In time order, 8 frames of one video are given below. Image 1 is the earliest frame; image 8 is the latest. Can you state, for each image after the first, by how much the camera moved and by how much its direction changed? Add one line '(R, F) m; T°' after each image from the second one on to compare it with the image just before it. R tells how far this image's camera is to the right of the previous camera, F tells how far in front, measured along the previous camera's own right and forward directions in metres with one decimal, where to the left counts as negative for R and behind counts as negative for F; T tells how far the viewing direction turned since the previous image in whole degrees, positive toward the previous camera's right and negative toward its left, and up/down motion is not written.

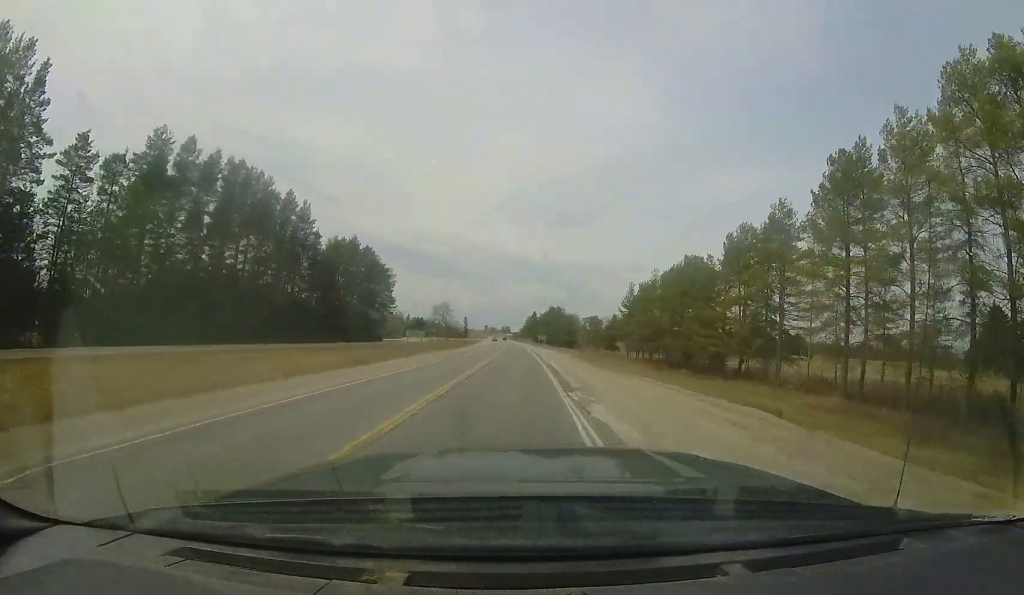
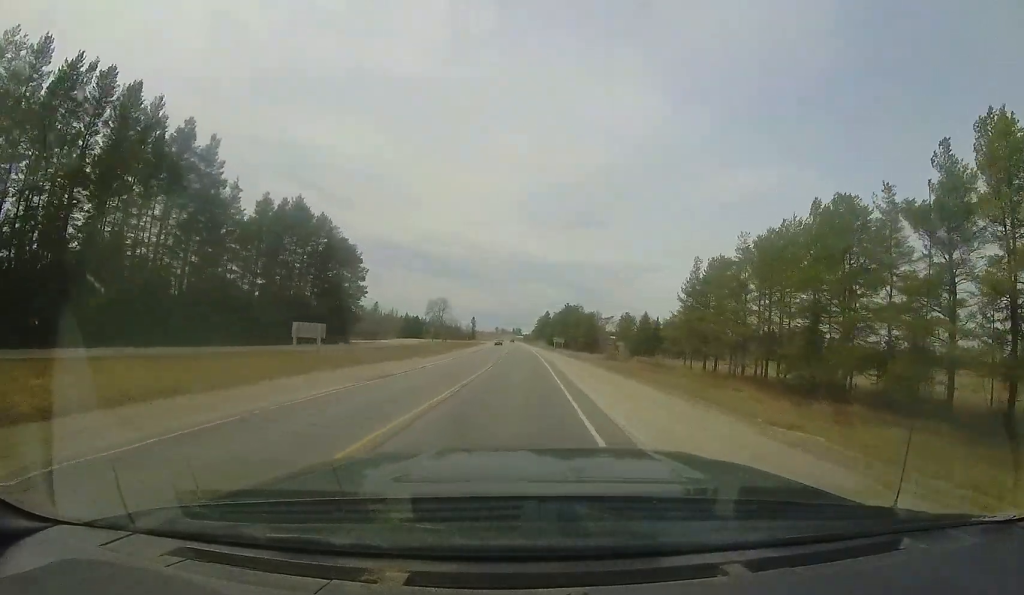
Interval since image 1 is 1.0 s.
(+0.2, +23.2) m; -2°
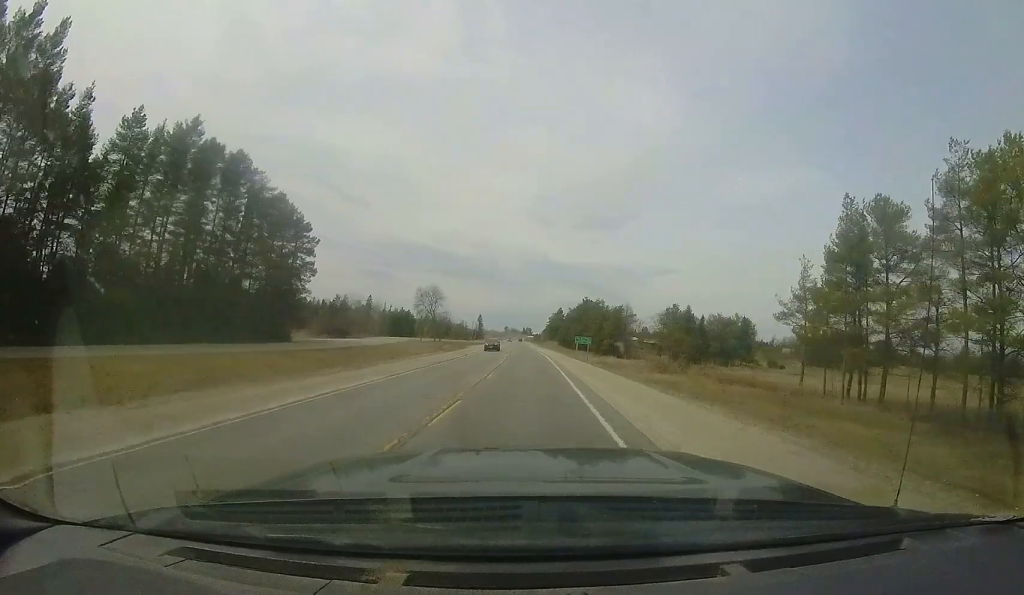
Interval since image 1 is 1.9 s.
(-1.1, +22.2) m; -3°
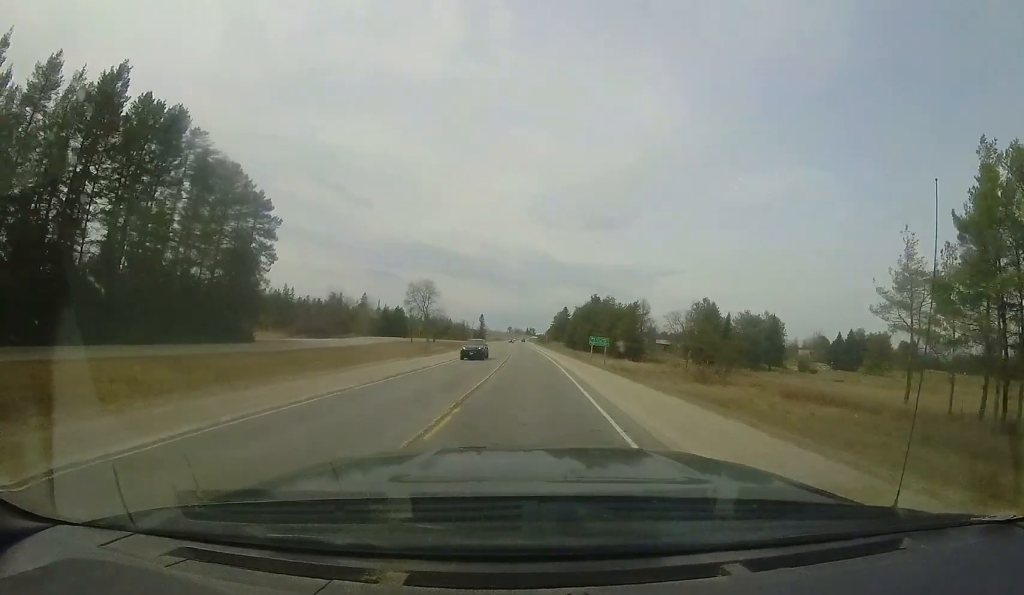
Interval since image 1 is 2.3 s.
(-0.1, +10.1) m; 0°
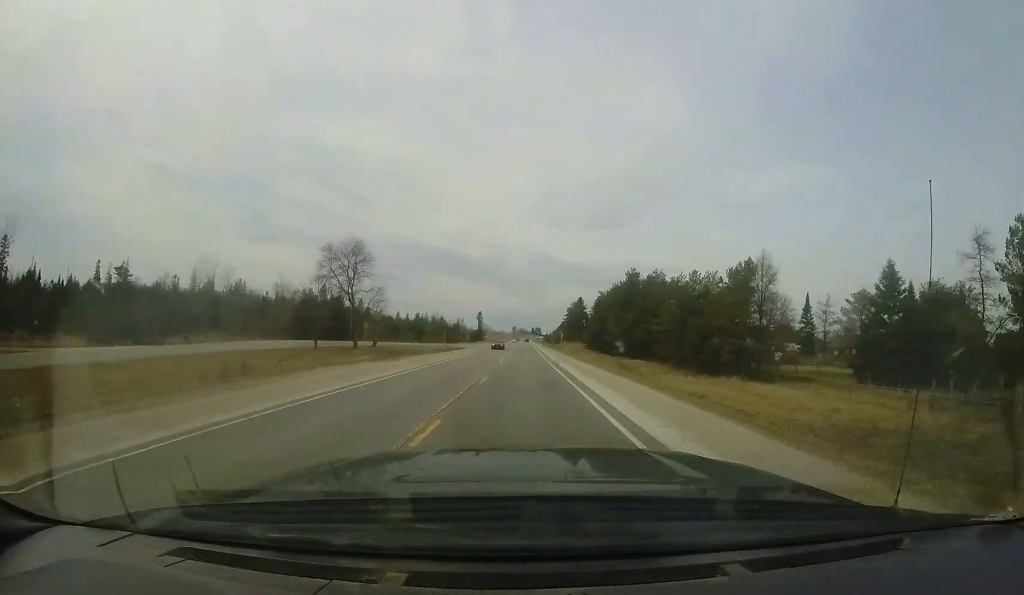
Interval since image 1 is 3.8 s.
(-0.2, +39.3) m; -1°
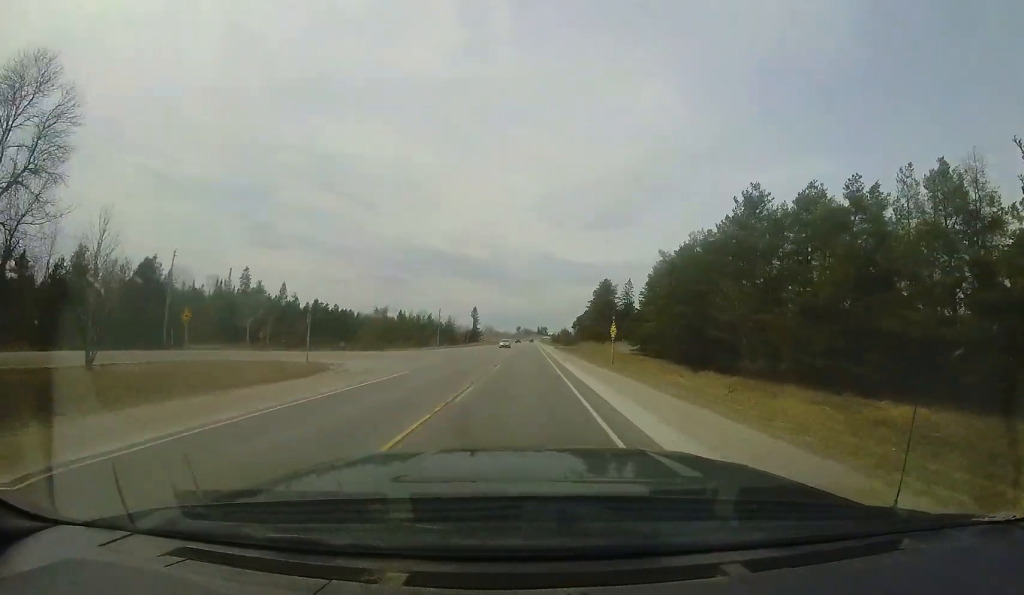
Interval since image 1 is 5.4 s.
(-0.2, +41.8) m; 0°
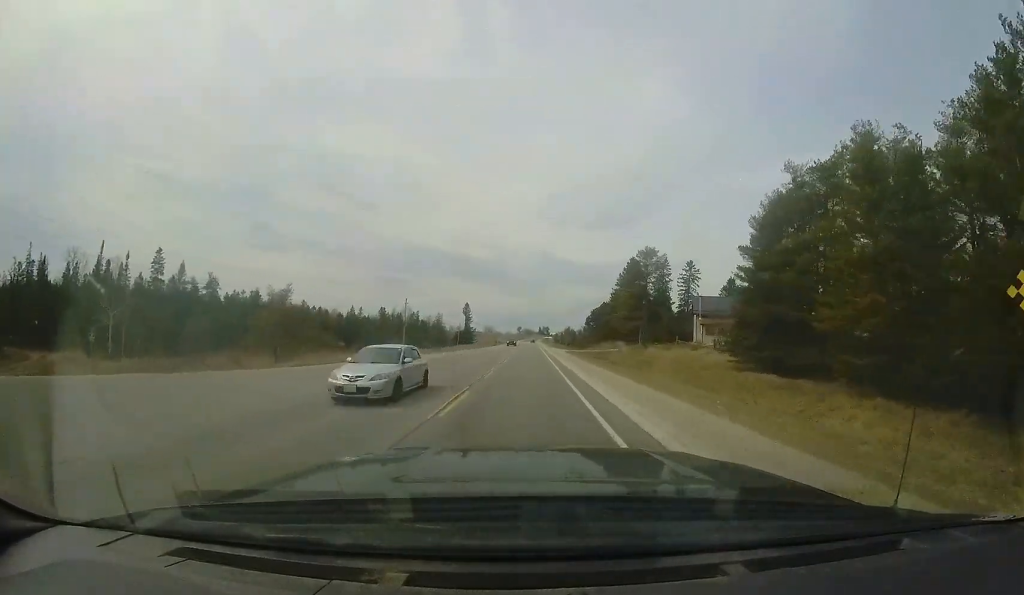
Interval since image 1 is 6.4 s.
(0.0, +27.3) m; 0°
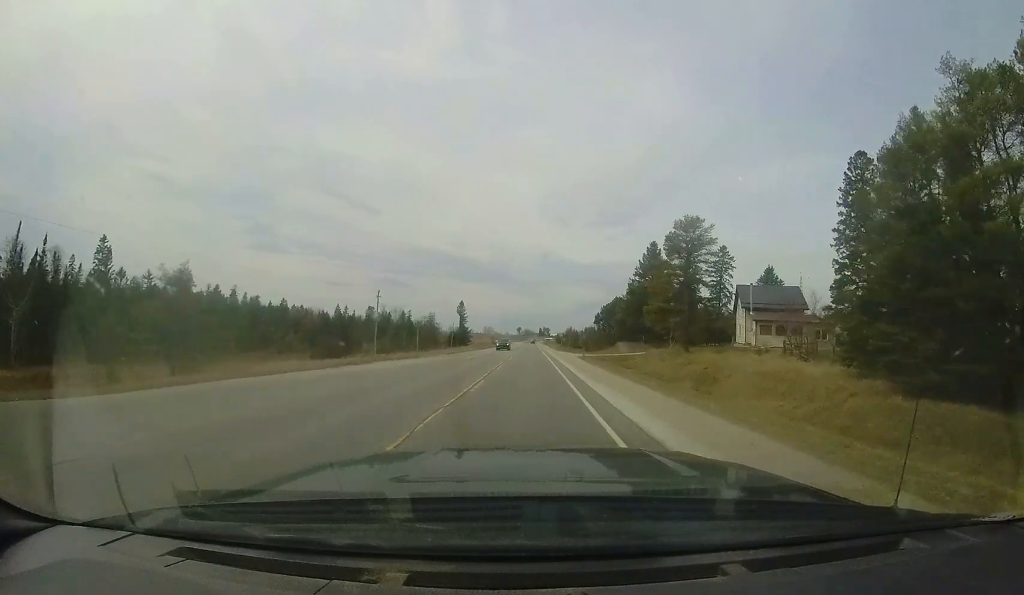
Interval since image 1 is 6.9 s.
(0.0, +13.2) m; 0°
